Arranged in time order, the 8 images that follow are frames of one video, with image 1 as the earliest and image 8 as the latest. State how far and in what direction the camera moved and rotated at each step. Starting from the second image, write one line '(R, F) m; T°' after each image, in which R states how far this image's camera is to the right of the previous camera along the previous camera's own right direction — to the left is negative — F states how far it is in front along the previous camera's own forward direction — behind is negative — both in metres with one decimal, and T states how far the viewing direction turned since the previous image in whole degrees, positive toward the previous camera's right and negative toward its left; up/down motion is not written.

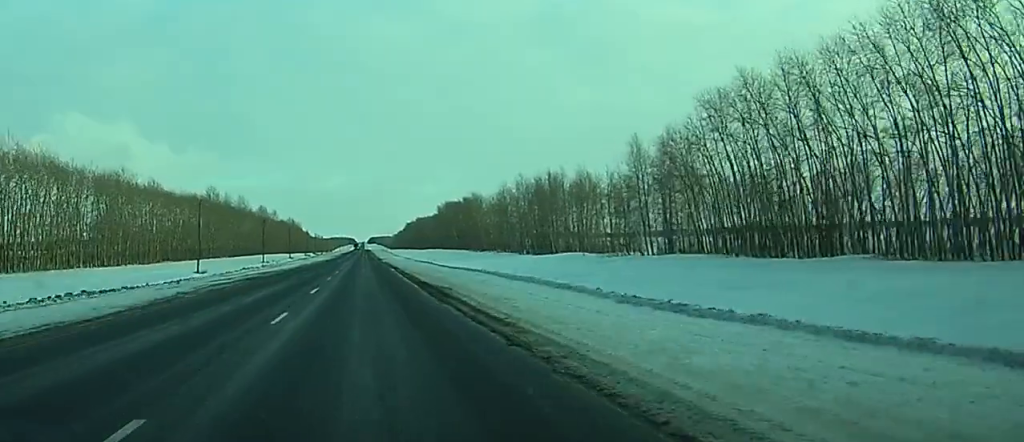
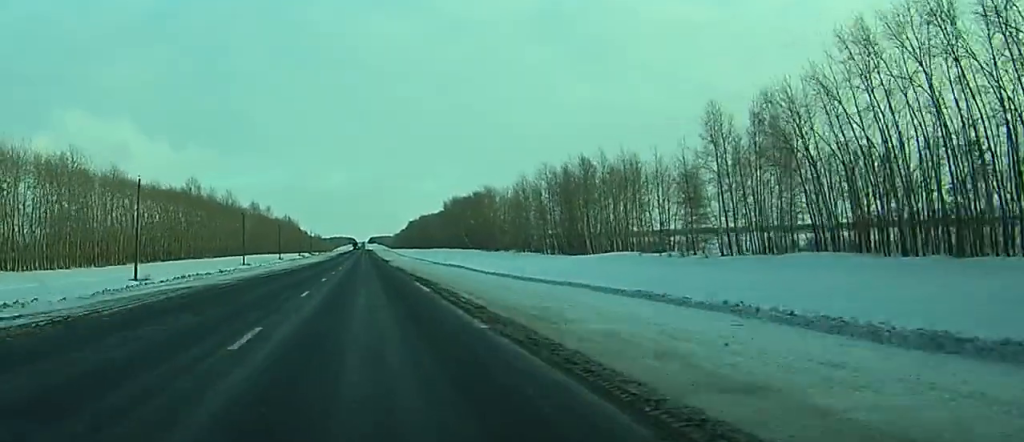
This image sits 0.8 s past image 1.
(0.0, +29.2) m; 0°
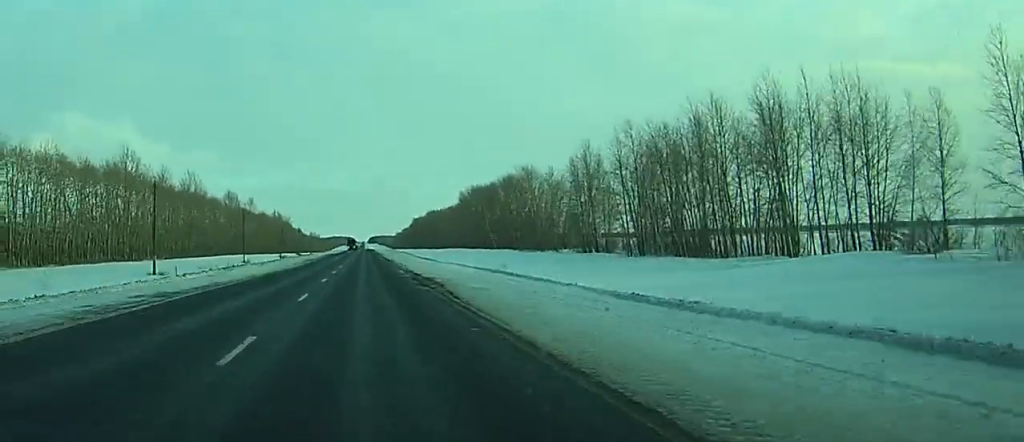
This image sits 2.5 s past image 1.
(-0.3, +62.4) m; -1°
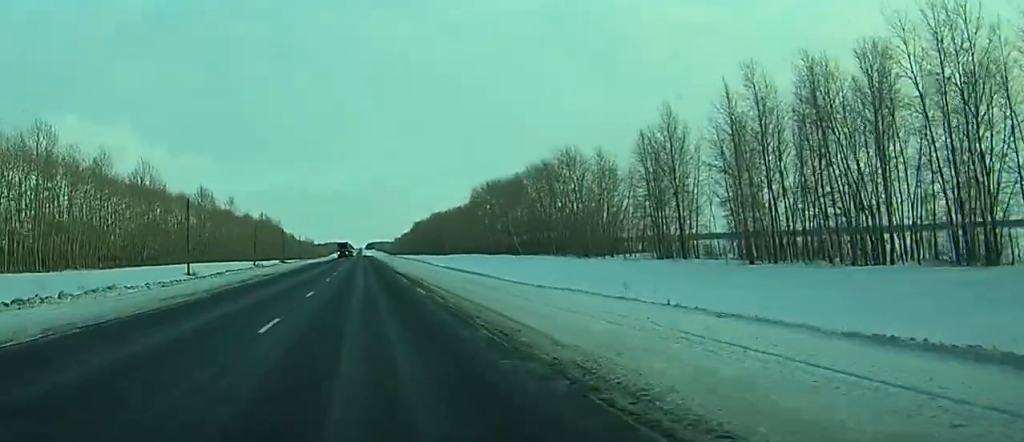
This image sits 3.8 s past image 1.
(-0.3, +43.7) m; 0°
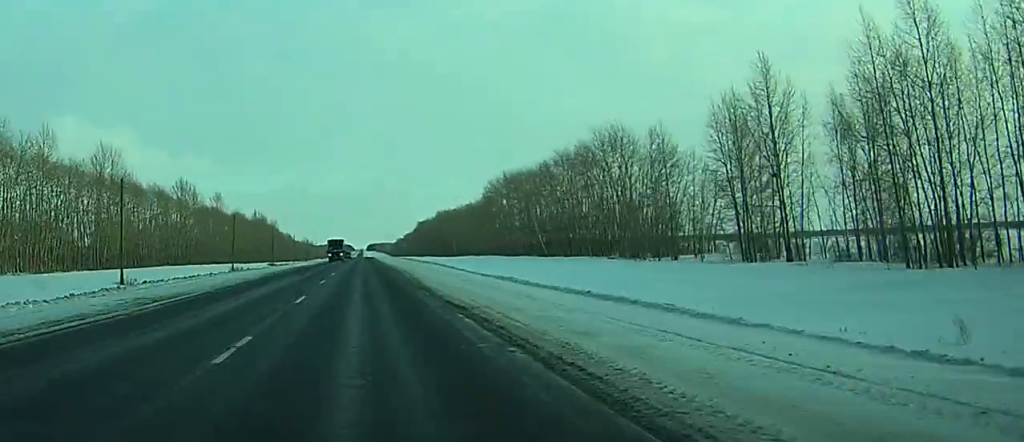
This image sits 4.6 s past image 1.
(+0.1, +28.0) m; 0°
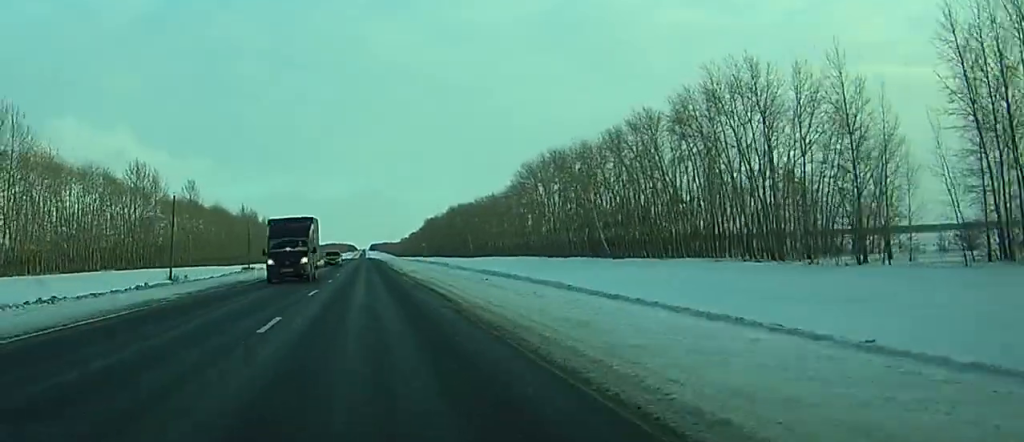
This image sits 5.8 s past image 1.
(0.0, +43.8) m; +1°
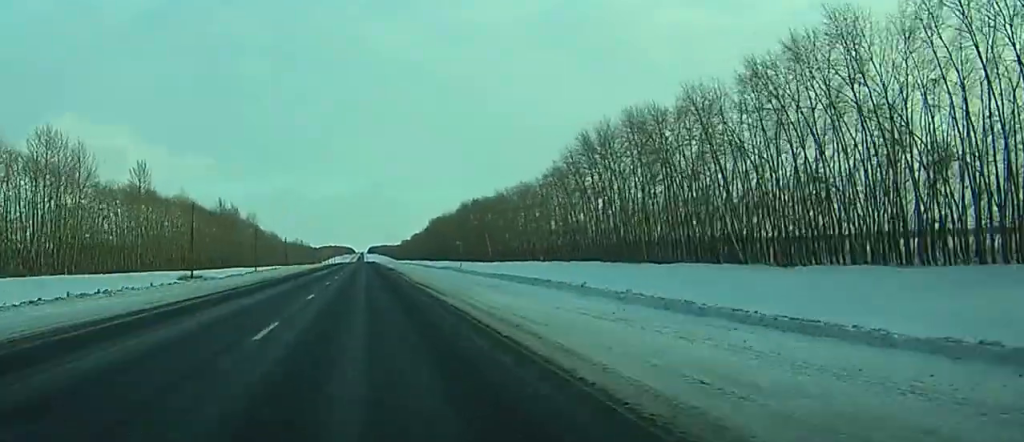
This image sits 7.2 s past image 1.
(+2.9, +47.4) m; +2°
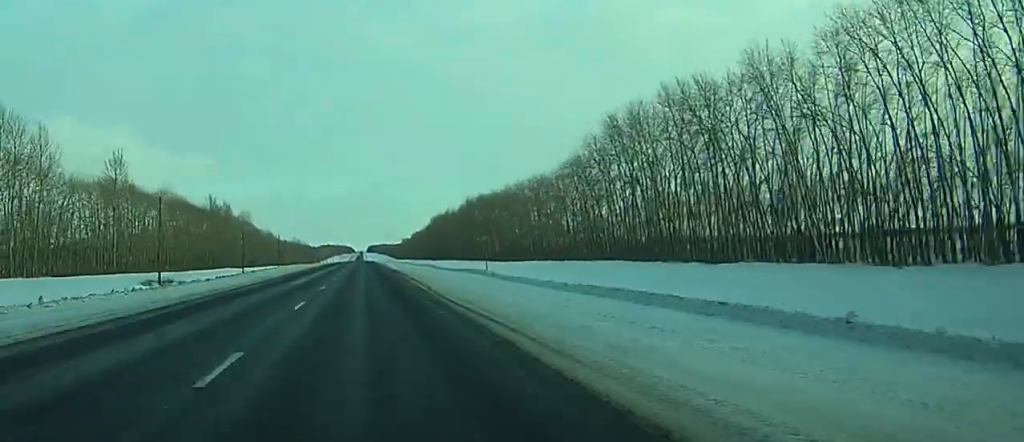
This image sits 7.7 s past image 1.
(+2.2, +15.6) m; -2°
